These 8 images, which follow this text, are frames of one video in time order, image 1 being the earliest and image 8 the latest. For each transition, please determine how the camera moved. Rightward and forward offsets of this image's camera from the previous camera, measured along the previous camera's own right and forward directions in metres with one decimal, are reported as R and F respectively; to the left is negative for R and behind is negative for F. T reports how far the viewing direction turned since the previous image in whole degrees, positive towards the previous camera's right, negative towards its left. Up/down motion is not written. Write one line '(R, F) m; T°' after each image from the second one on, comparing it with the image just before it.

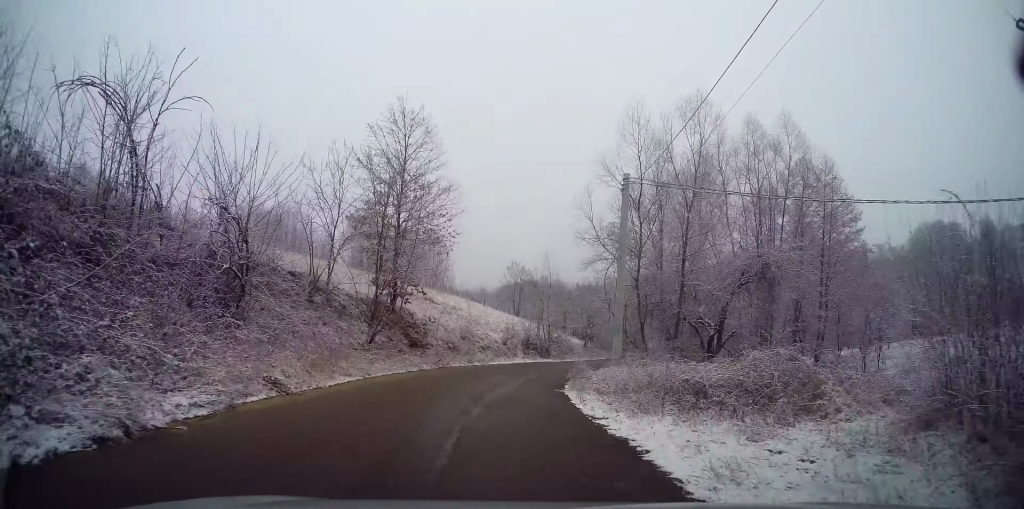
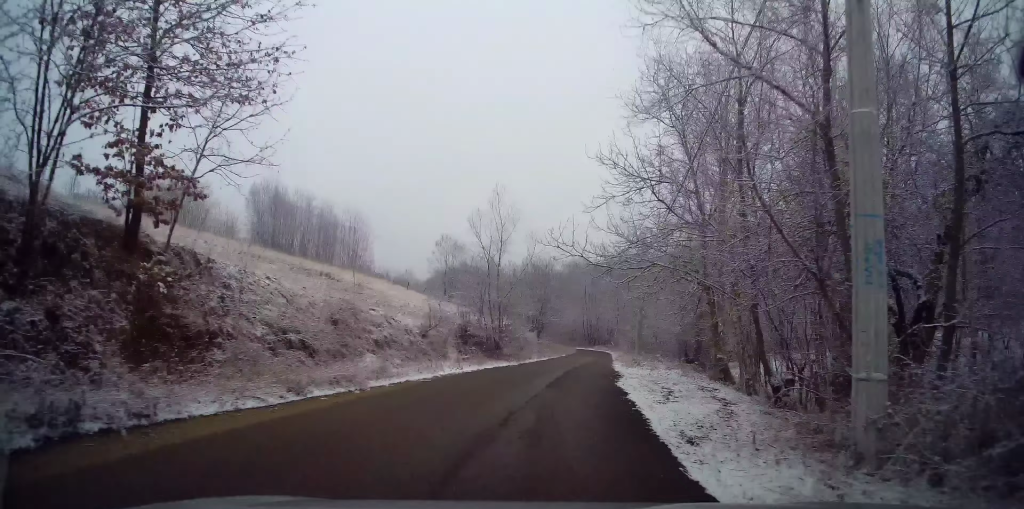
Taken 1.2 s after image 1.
(+0.5, +17.6) m; +6°
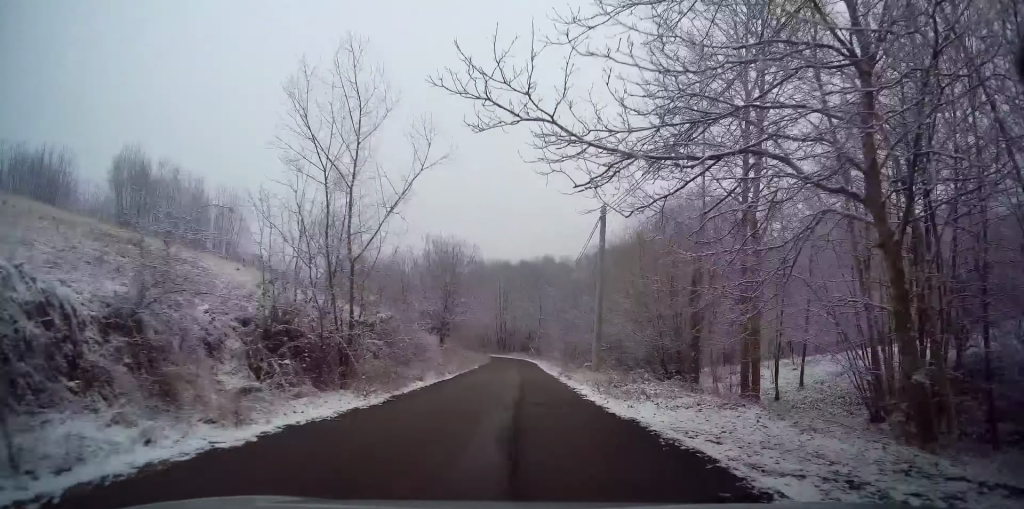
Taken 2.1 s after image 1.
(+0.9, +14.7) m; +6°
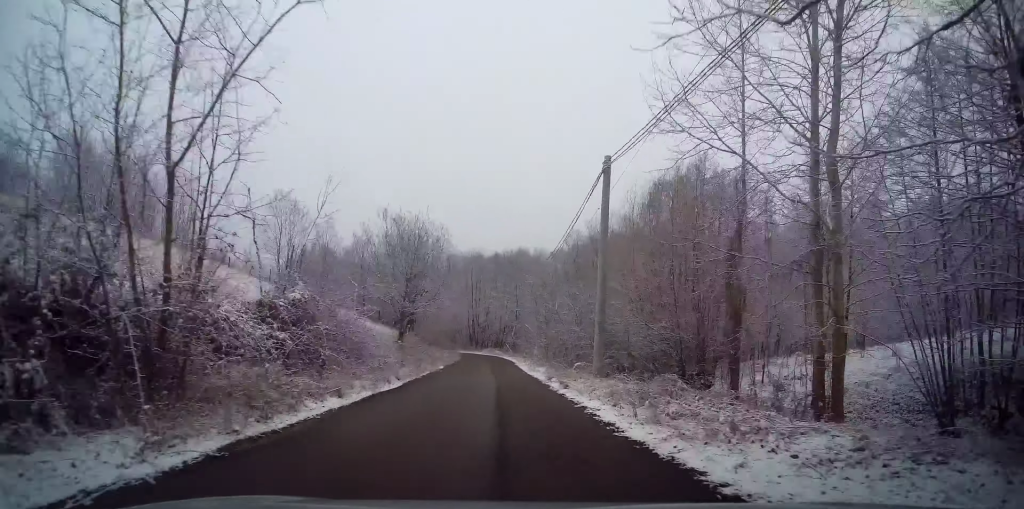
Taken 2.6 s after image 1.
(+0.1, +6.7) m; +3°
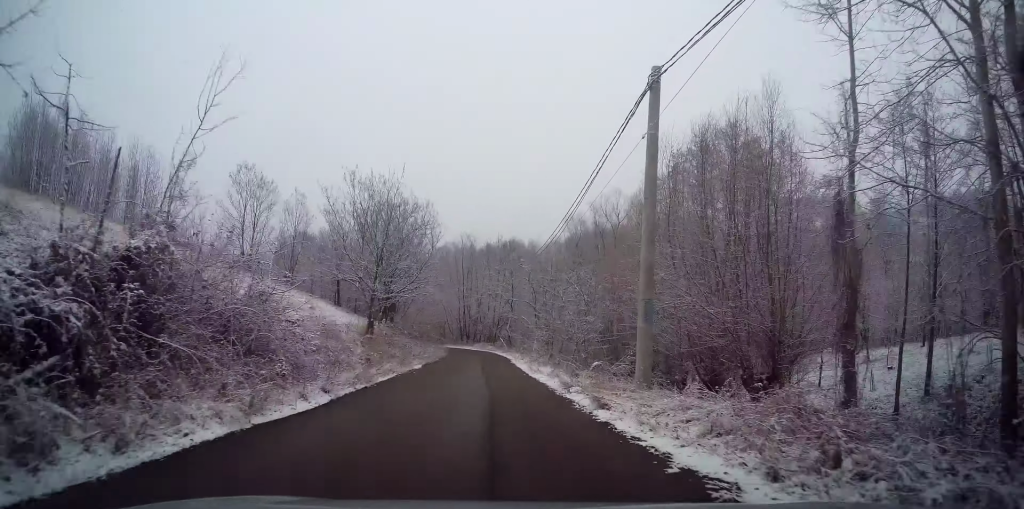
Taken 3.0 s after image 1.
(-0.1, +6.6) m; +3°
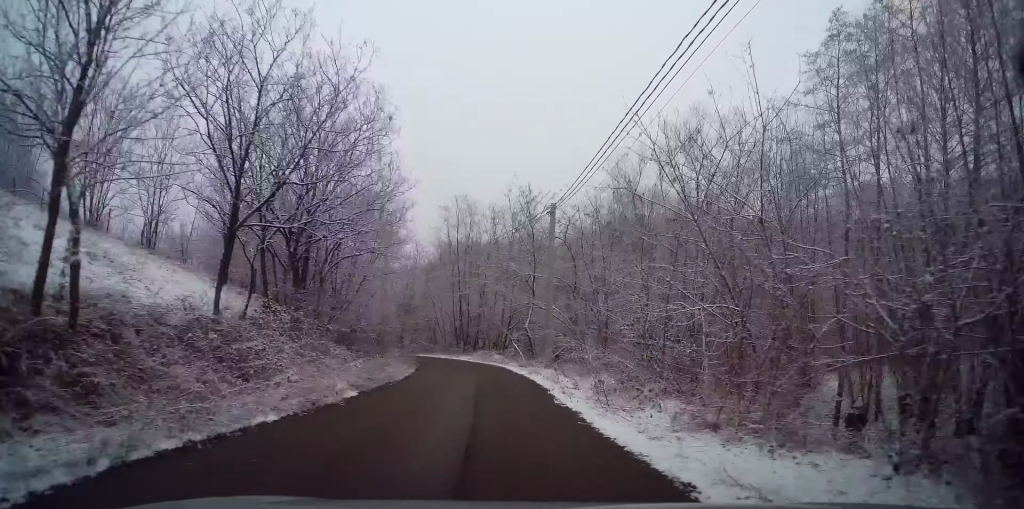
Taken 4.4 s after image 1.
(+1.0, +20.8) m; +2°
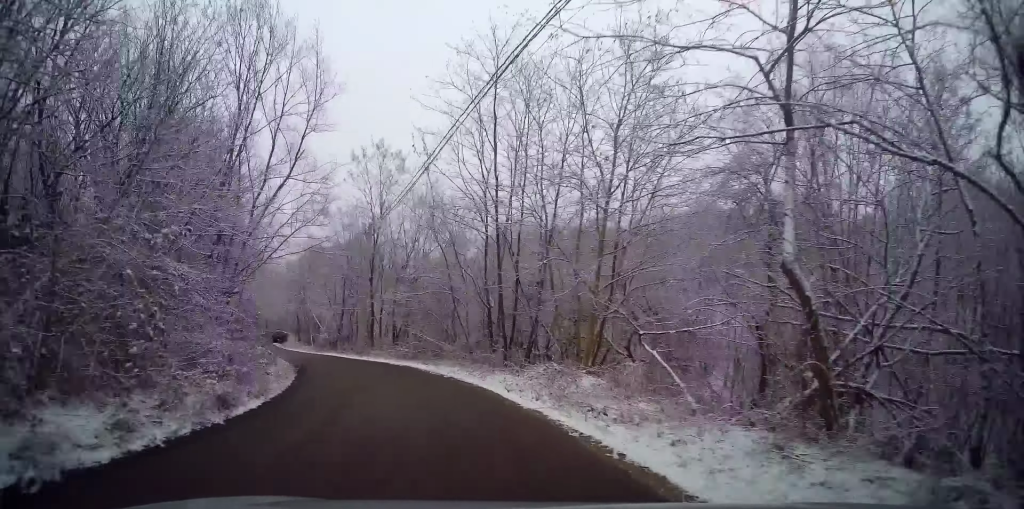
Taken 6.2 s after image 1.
(-0.1, +26.7) m; -5°
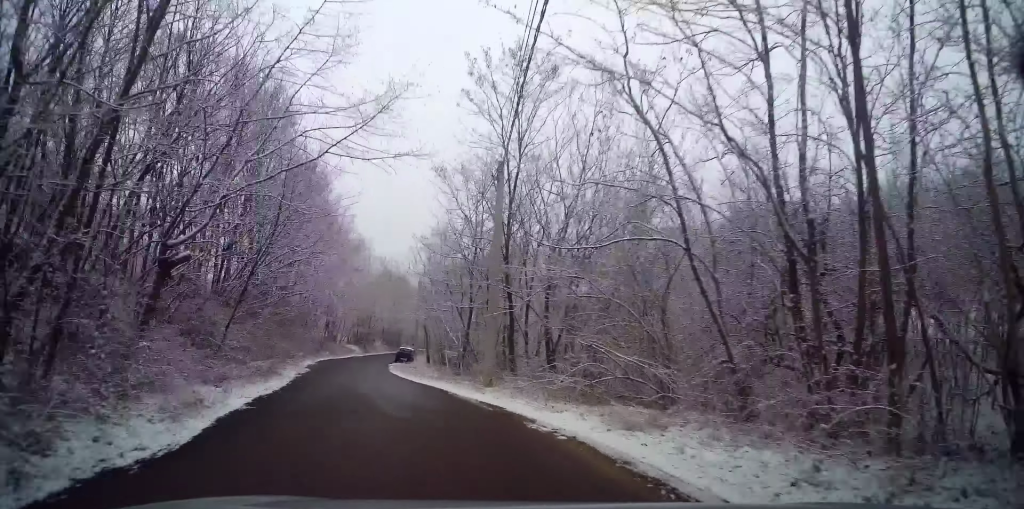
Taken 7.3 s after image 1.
(-1.7, +15.5) m; -14°
